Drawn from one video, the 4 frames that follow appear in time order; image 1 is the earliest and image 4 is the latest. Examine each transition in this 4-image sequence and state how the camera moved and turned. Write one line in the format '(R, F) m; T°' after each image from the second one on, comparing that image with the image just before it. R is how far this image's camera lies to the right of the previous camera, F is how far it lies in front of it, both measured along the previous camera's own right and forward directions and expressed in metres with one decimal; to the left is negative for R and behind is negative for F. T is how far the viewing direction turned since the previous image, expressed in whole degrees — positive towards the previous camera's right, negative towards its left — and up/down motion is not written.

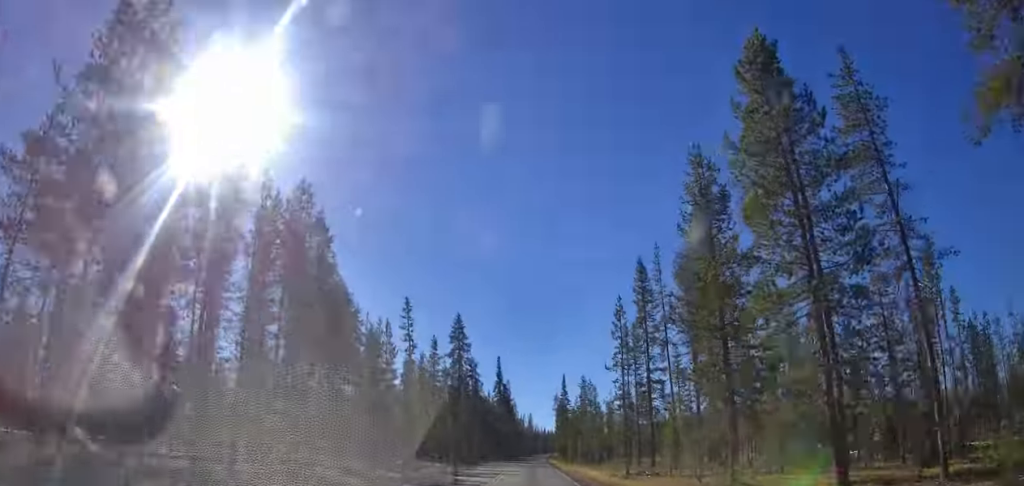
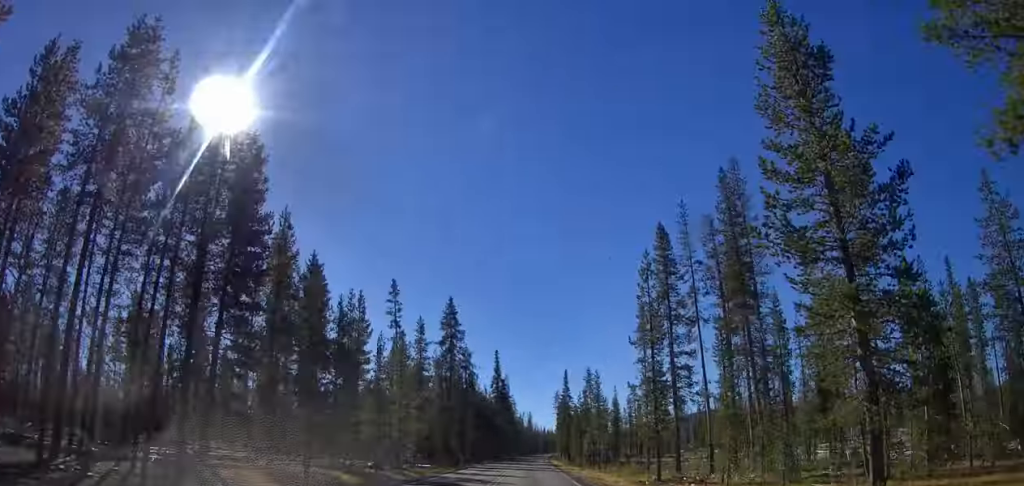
(0.0, +9.2) m; +1°
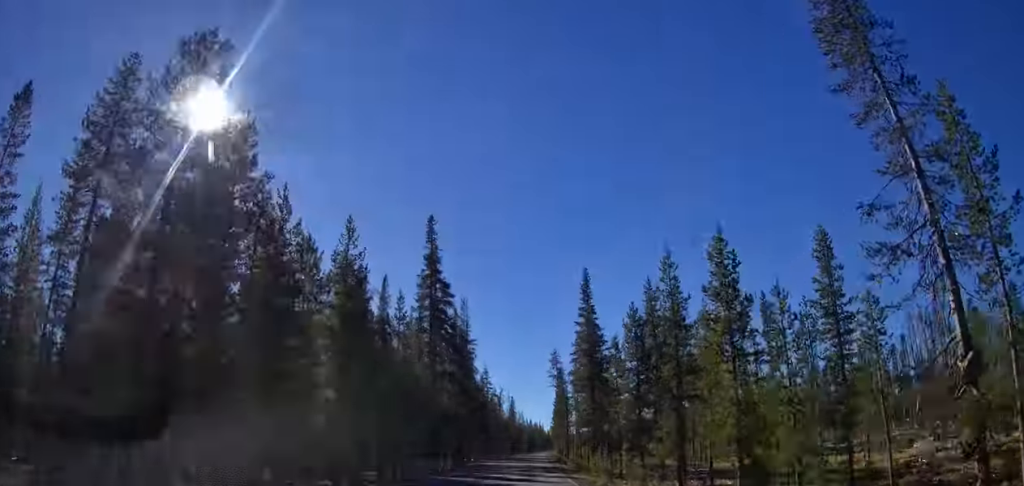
(+0.6, +80.8) m; +1°
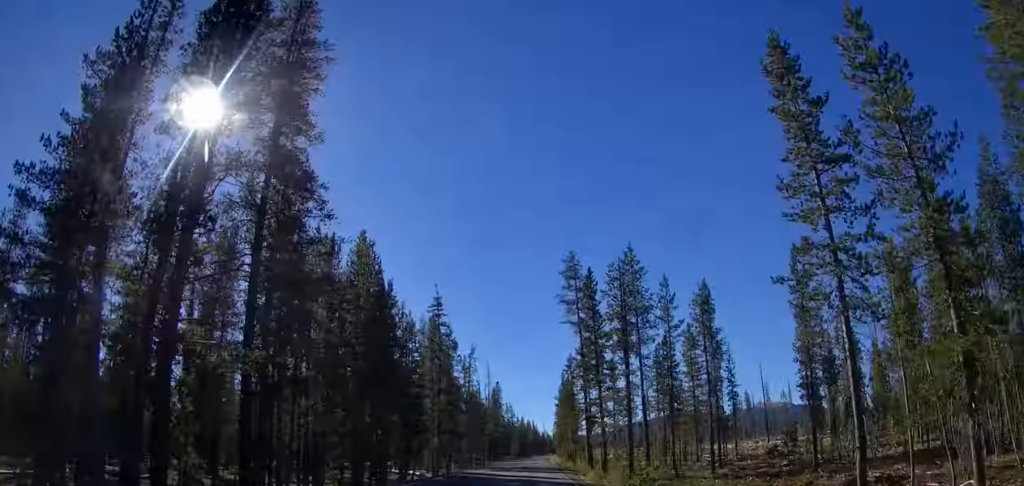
(+1.3, +65.3) m; +1°
